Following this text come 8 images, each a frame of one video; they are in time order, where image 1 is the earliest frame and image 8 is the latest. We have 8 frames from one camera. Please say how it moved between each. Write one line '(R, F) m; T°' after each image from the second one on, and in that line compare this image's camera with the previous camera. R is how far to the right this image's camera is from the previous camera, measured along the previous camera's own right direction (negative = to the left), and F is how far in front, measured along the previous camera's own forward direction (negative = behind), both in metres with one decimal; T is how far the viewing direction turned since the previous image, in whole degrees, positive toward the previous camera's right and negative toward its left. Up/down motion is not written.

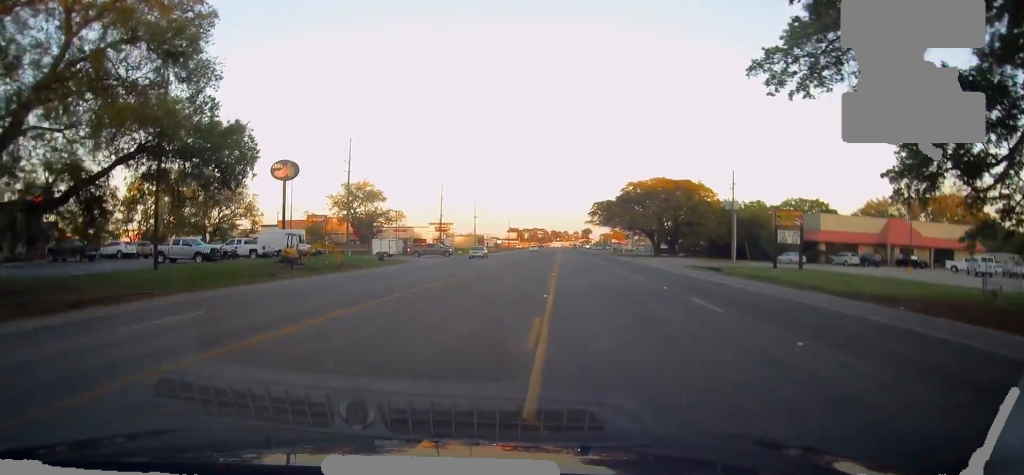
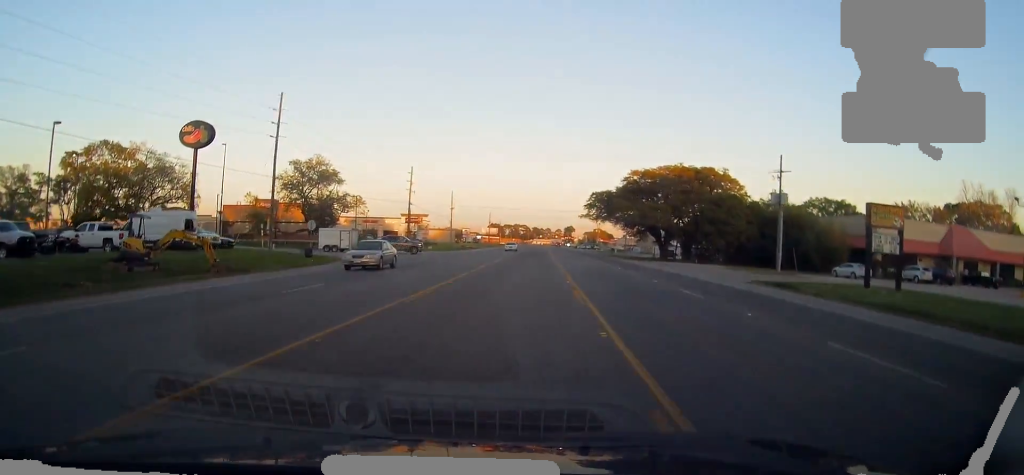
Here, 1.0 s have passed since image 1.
(-0.2, +18.9) m; 0°
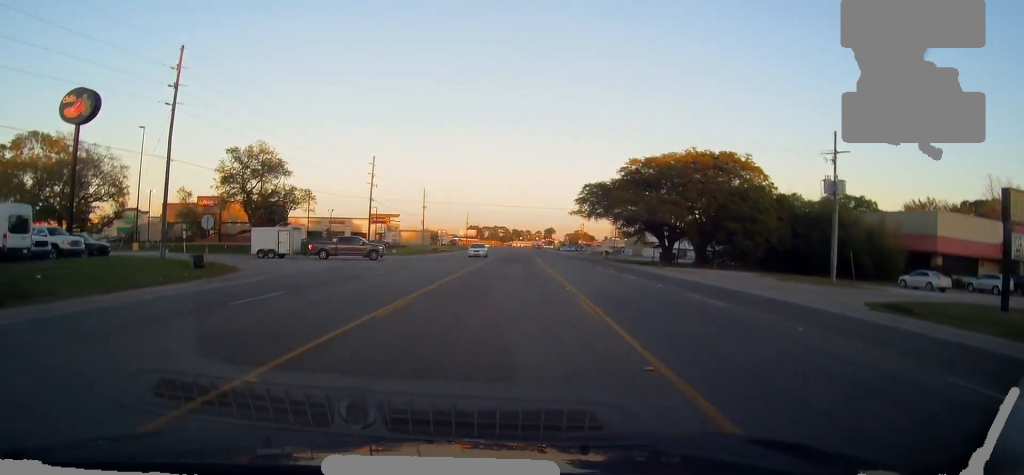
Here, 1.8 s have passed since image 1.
(+0.1, +15.0) m; +1°
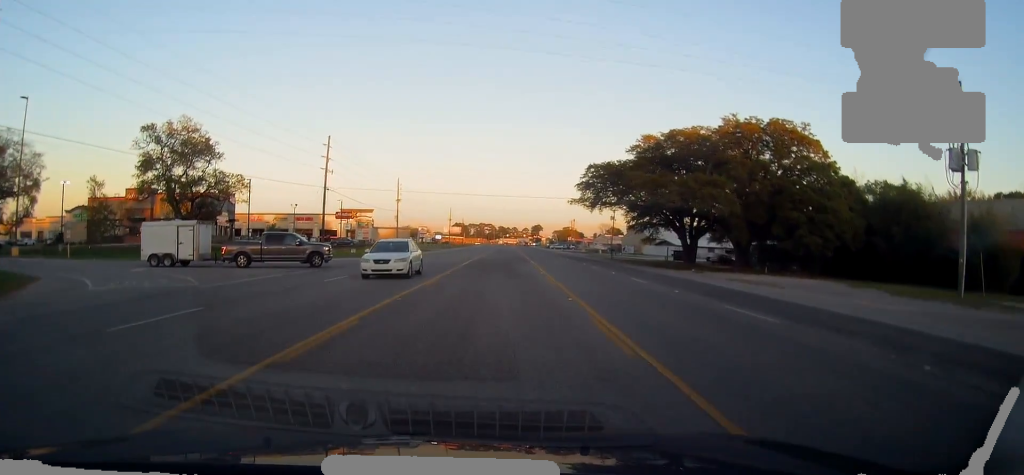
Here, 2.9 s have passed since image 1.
(+0.2, +17.0) m; +1°
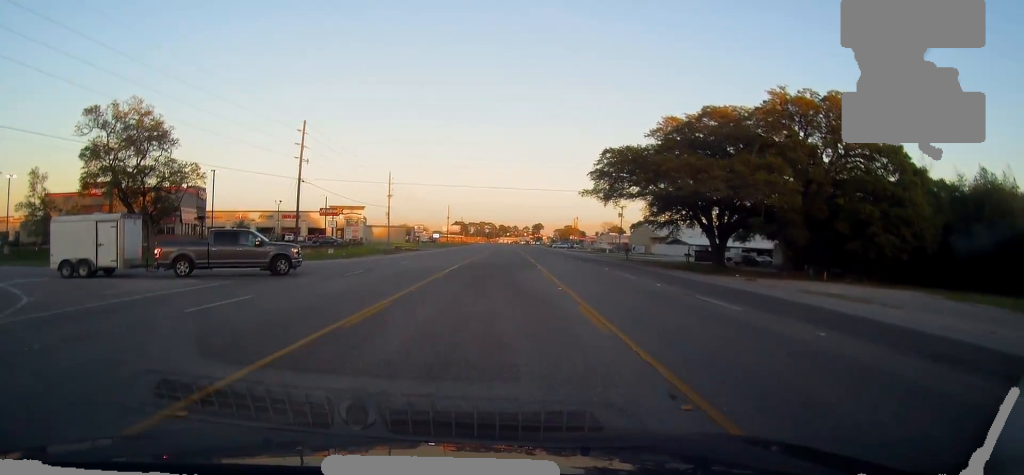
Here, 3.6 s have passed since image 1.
(+0.1, +11.0) m; 0°
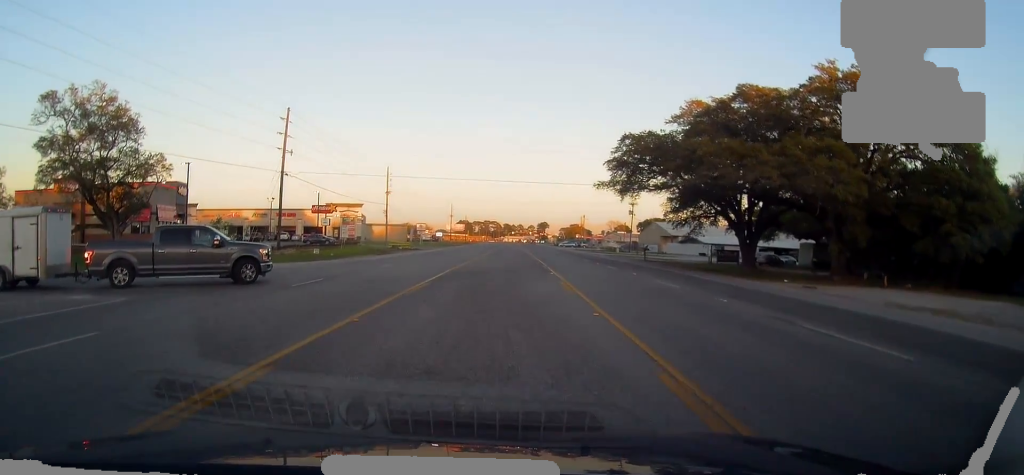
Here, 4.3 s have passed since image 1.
(-0.1, +7.4) m; -1°
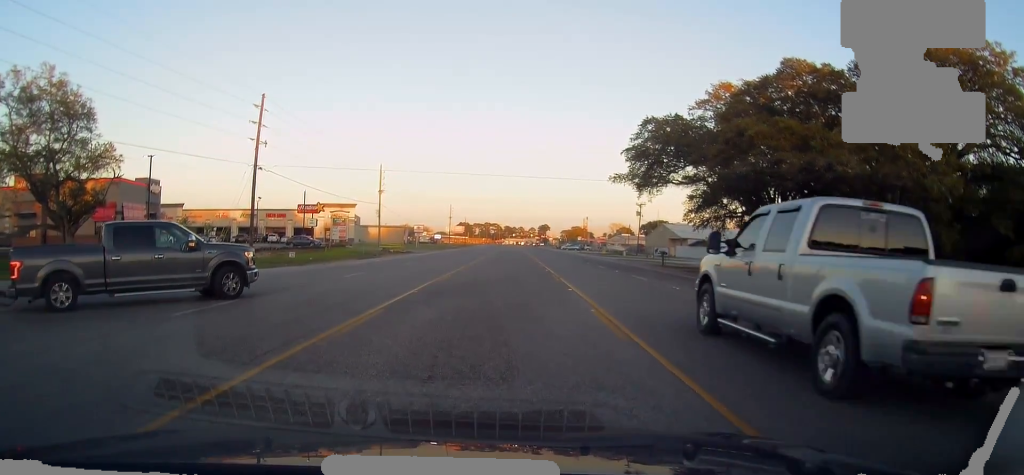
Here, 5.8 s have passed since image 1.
(-0.1, +7.7) m; -4°
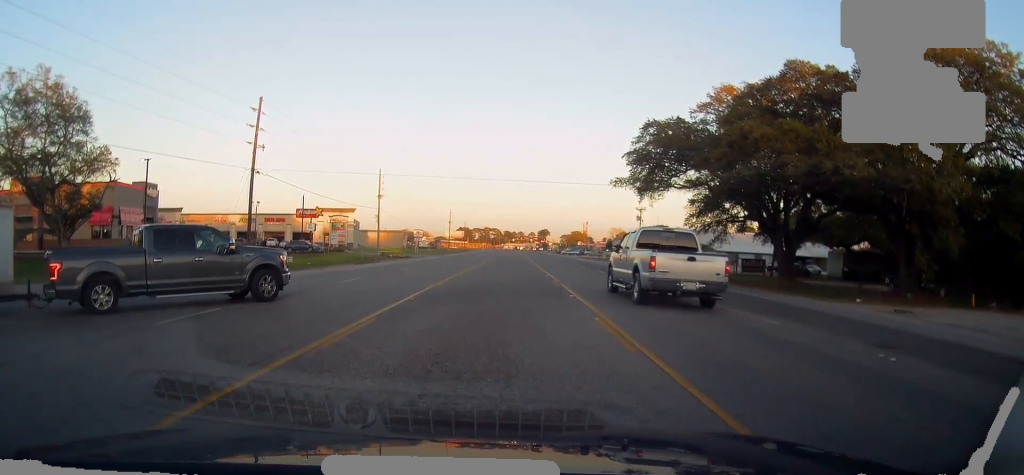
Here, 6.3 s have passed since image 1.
(-0.2, +0.3) m; 0°
